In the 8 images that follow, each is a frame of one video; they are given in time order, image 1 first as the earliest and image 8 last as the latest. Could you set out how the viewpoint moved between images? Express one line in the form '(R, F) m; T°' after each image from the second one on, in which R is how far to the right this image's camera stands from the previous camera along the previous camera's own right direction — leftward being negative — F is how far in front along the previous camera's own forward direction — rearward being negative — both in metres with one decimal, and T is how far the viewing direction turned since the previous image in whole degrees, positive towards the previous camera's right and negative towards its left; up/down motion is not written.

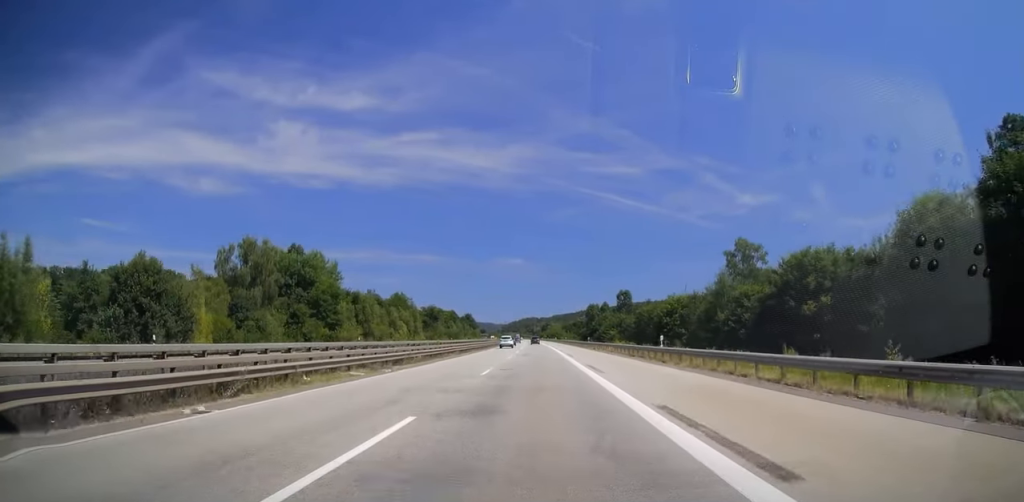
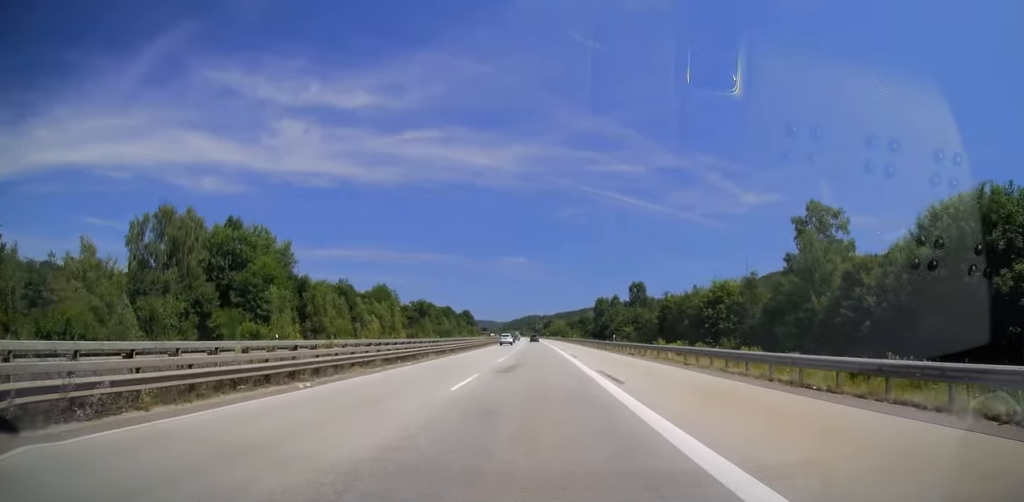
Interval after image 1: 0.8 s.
(-0.1, +25.3) m; -1°
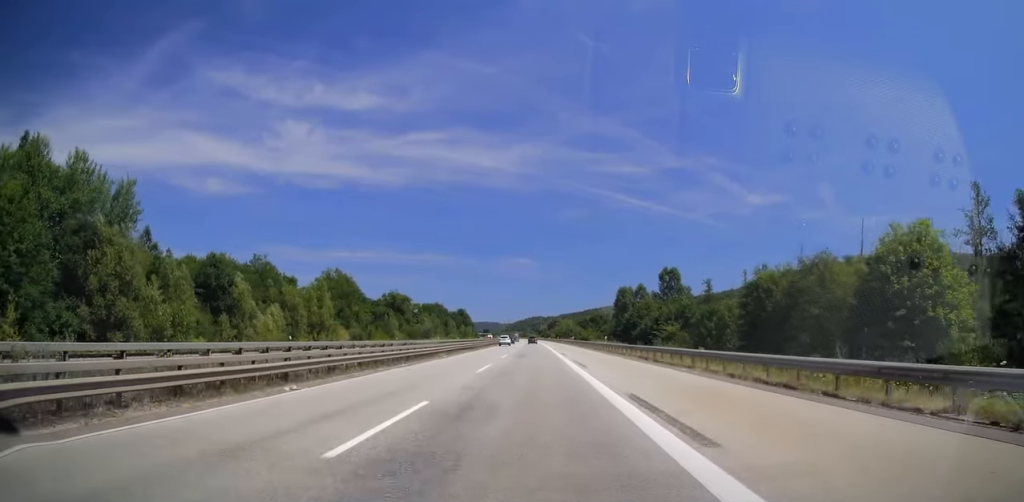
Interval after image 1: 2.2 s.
(-0.4, +44.4) m; -1°
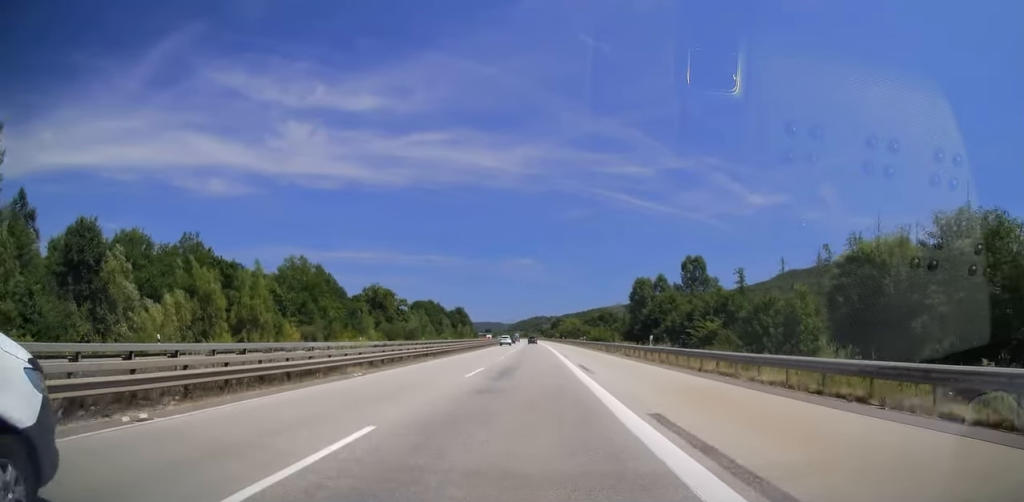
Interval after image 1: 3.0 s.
(0.0, +21.7) m; 0°
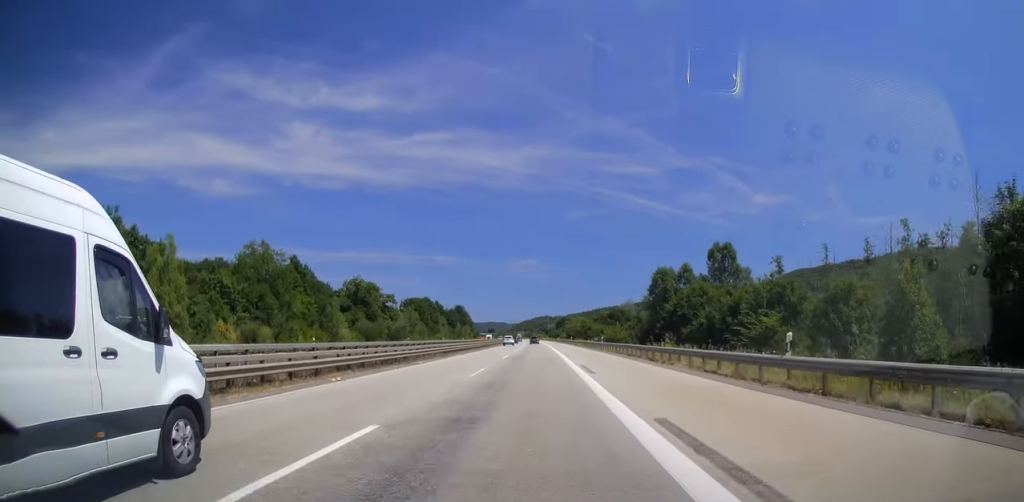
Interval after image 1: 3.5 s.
(0.0, +18.0) m; 0°
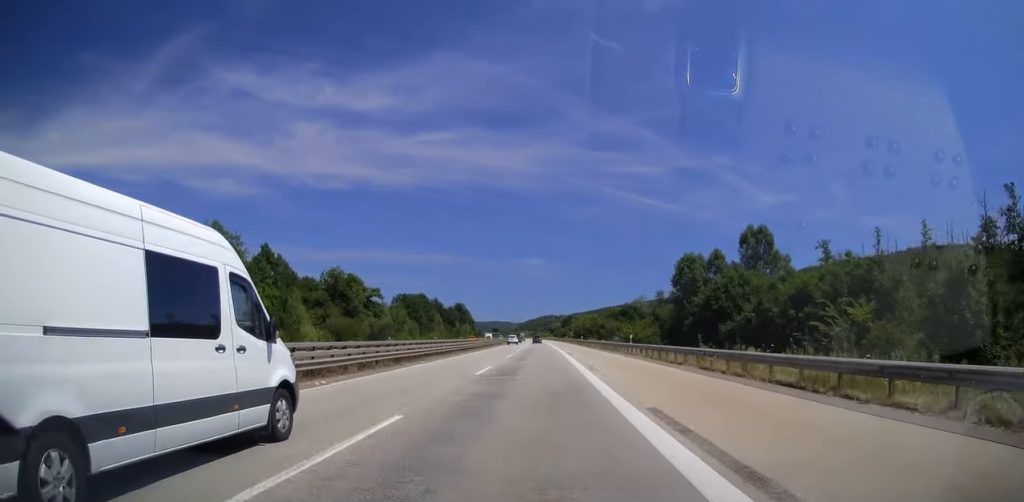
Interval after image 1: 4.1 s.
(0.0, +16.5) m; 0°
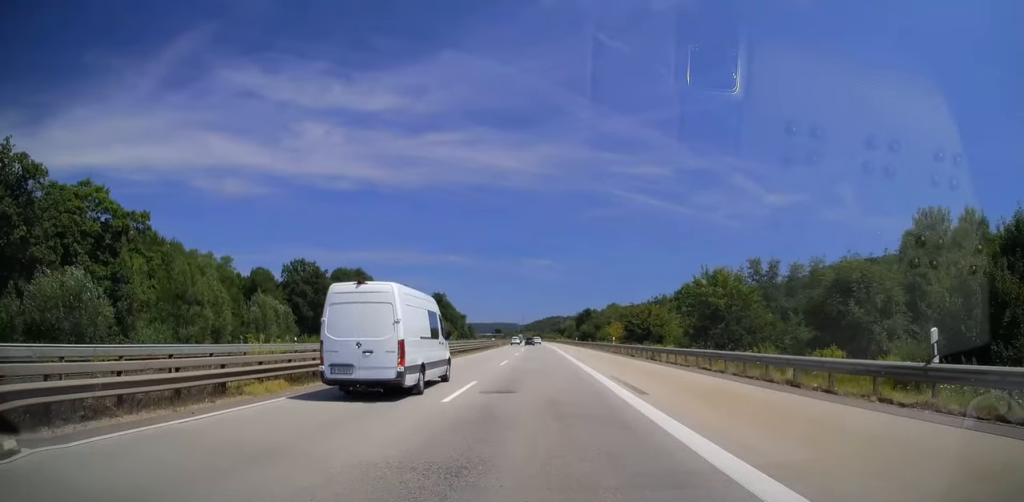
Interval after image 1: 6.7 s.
(-1.2, +80.9) m; -2°
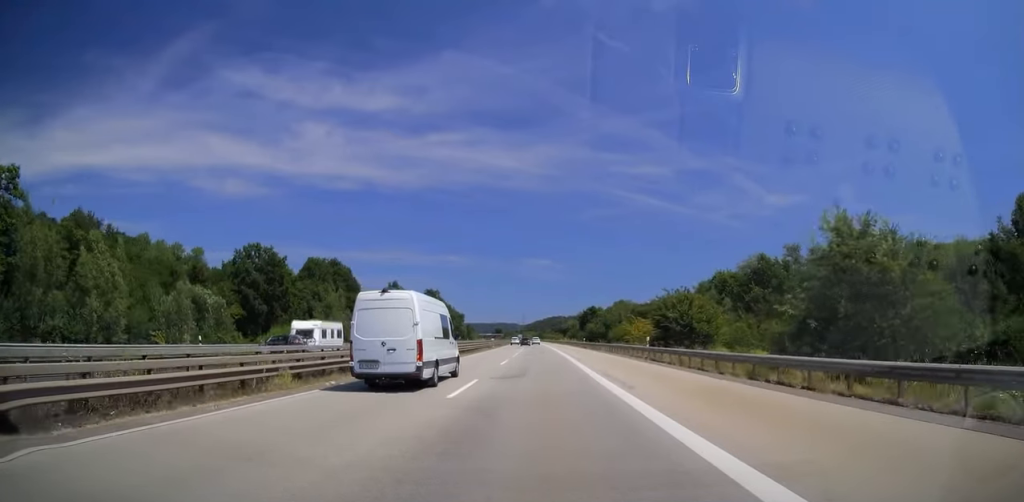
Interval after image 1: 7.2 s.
(0.0, +17.0) m; 0°
